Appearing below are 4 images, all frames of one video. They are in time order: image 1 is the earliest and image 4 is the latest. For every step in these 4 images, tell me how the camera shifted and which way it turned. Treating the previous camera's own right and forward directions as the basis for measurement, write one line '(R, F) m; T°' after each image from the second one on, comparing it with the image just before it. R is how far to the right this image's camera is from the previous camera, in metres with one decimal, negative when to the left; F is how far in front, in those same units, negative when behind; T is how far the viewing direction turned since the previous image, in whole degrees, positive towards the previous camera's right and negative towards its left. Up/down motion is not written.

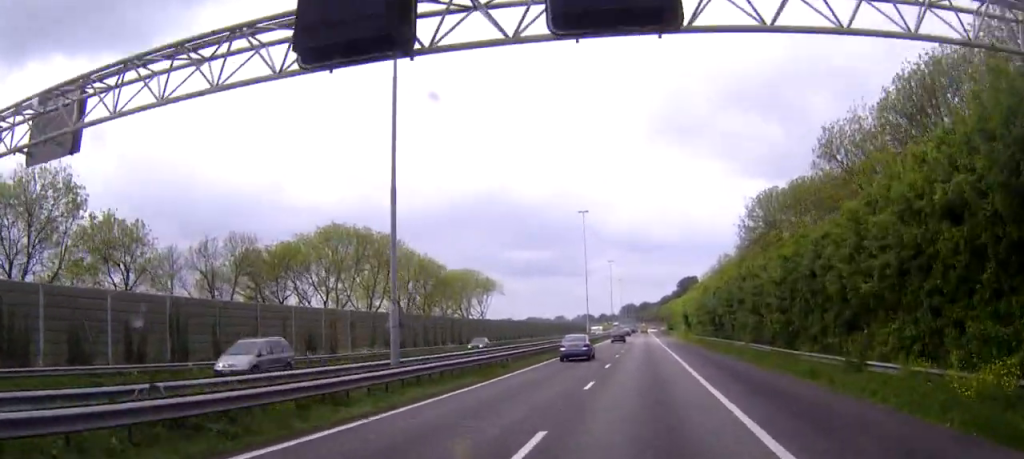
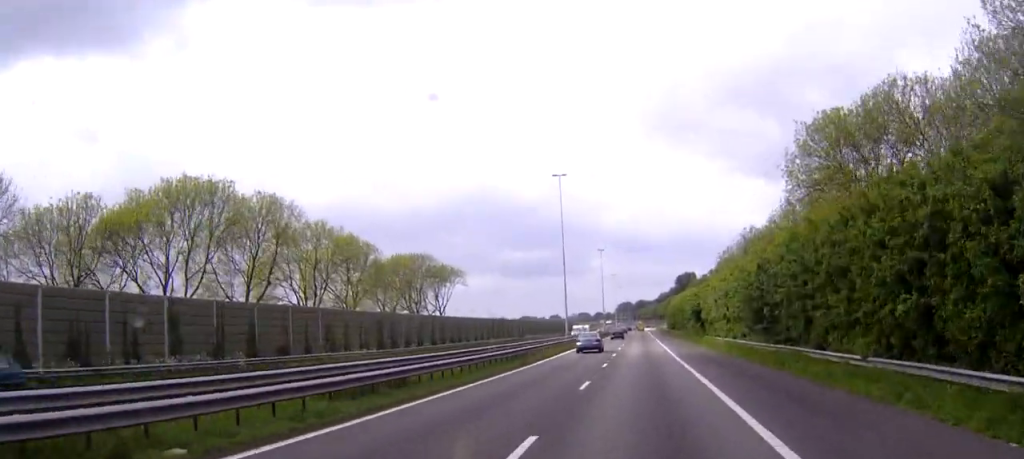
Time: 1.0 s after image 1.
(0.0, +24.8) m; 0°
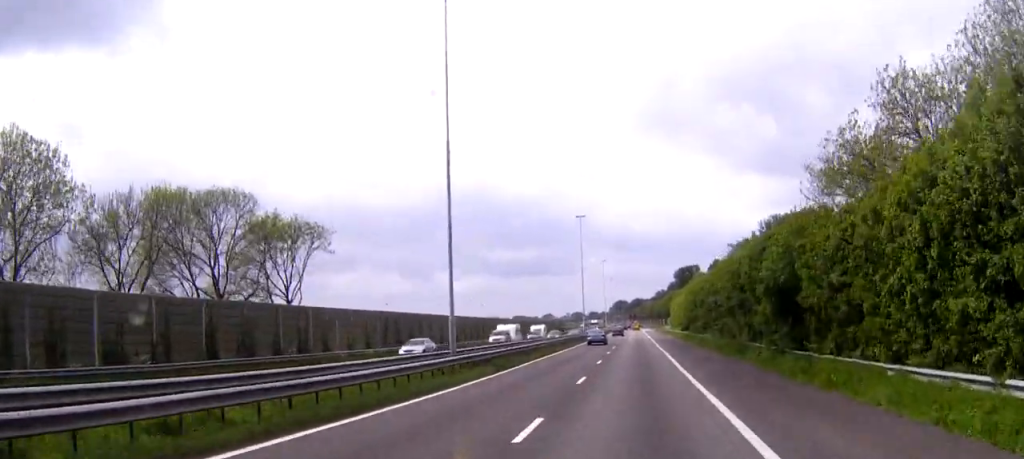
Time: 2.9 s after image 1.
(0.0, +45.1) m; 0°
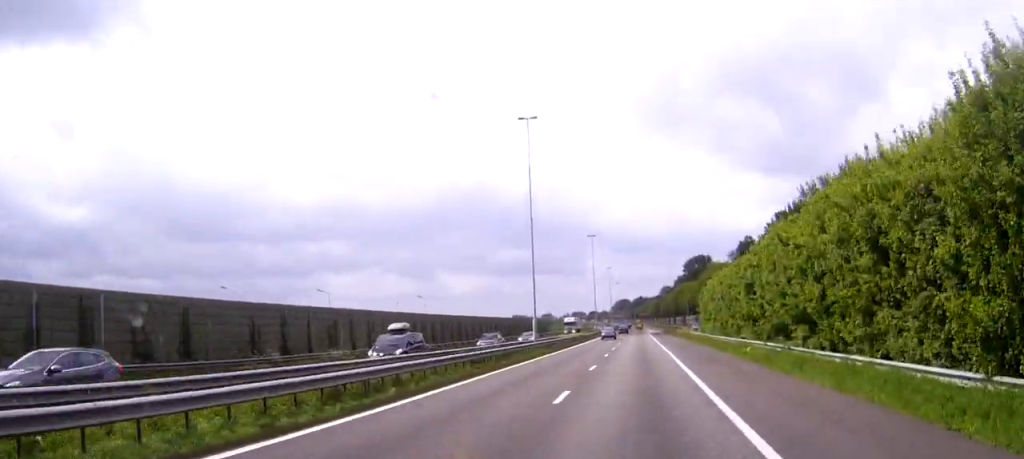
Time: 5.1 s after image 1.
(-0.1, +54.5) m; 0°
